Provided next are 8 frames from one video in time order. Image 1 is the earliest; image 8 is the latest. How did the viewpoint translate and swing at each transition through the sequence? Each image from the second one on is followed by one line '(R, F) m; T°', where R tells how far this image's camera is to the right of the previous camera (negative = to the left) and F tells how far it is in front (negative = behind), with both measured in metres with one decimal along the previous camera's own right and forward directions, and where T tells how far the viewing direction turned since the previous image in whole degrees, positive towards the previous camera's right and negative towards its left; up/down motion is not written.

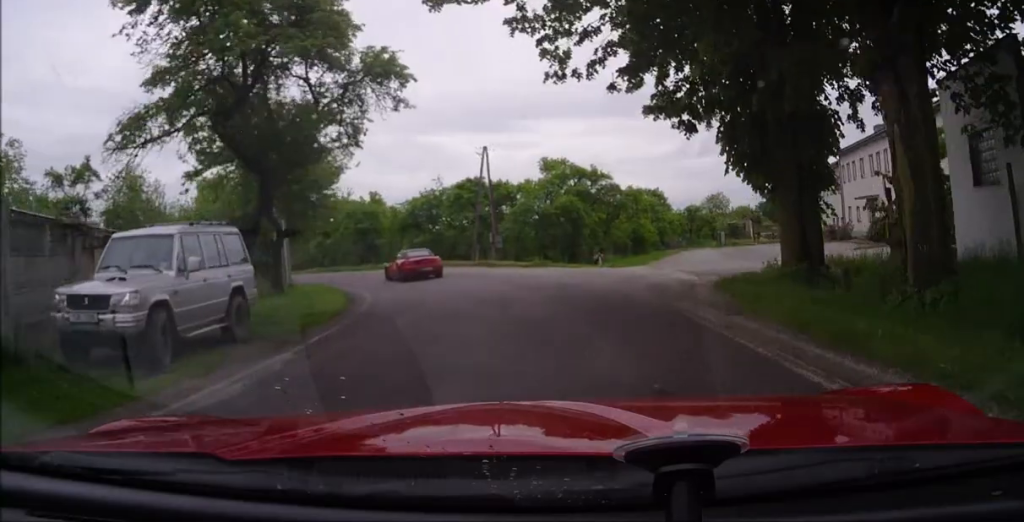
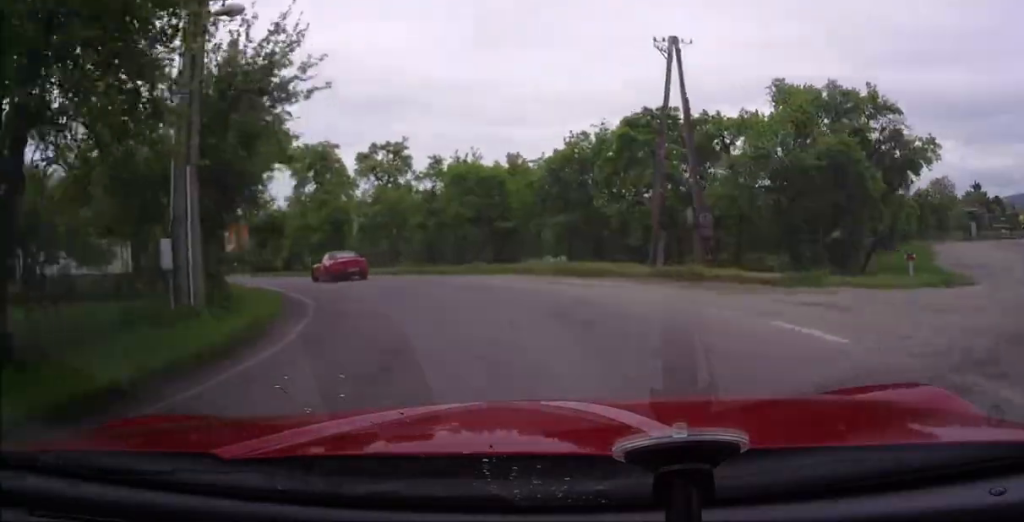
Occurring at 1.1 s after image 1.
(0.0, +19.2) m; -2°
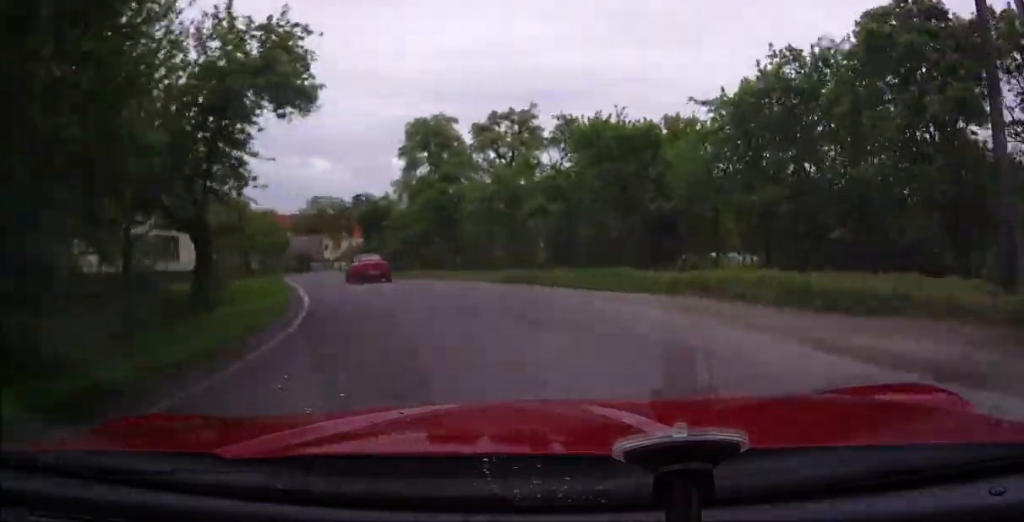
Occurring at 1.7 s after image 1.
(+0.1, +9.5) m; -10°
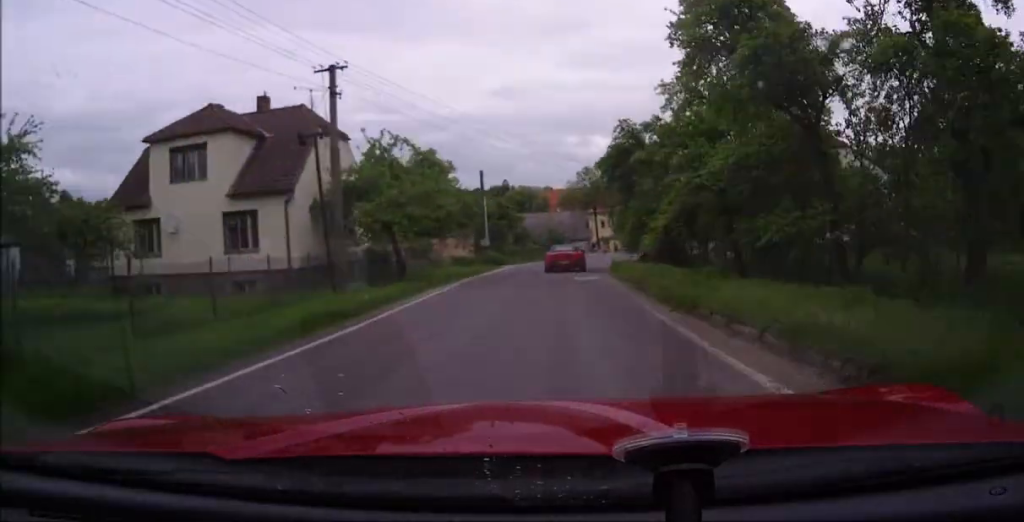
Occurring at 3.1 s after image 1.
(-5.4, +20.7) m; -23°
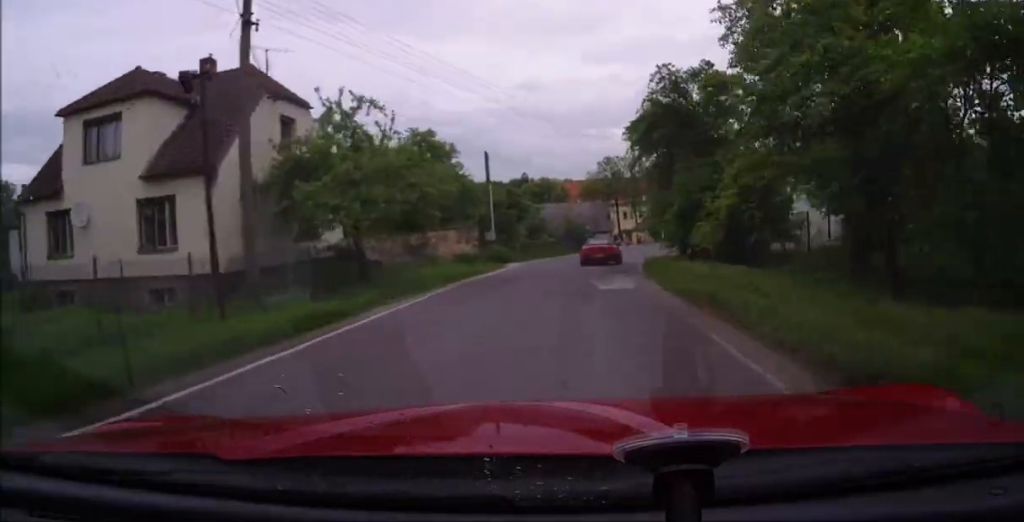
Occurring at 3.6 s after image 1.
(+0.1, +6.8) m; -4°
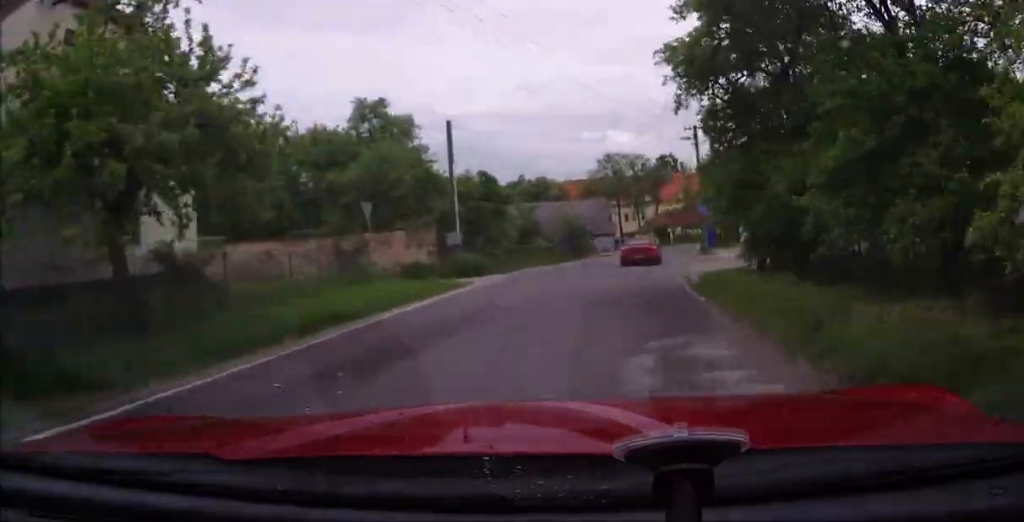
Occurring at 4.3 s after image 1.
(-0.2, +11.0) m; -7°
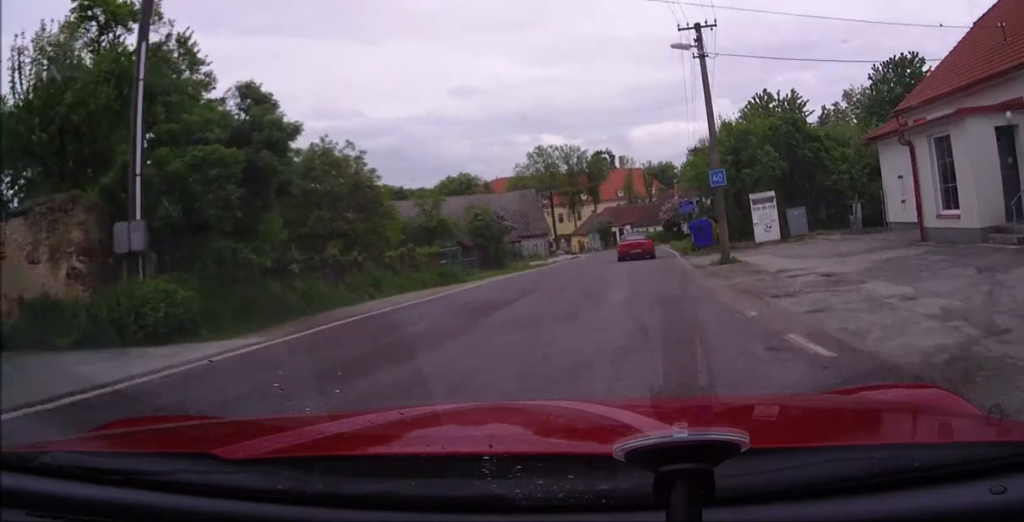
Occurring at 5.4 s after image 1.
(-2.5, +18.4) m; -7°
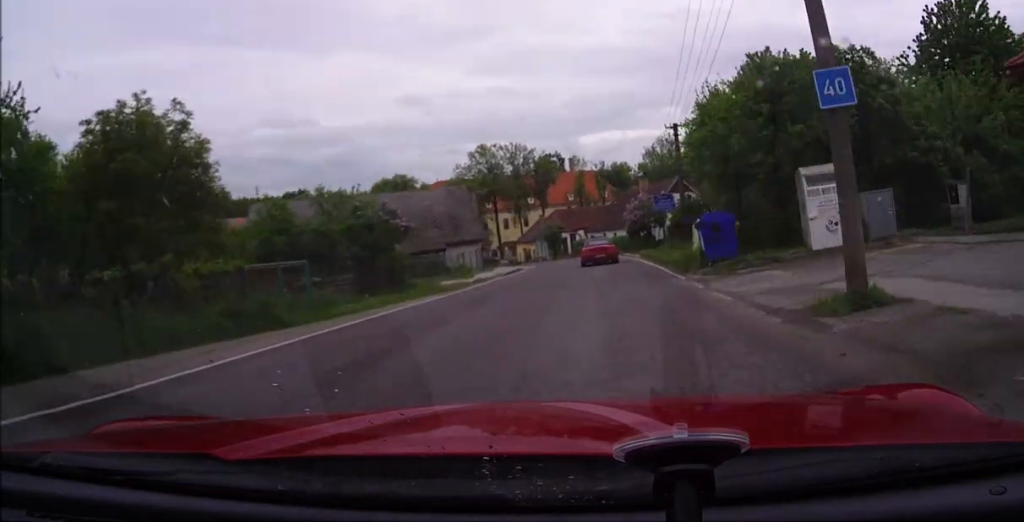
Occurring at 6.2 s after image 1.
(-0.2, +12.8) m; +2°
